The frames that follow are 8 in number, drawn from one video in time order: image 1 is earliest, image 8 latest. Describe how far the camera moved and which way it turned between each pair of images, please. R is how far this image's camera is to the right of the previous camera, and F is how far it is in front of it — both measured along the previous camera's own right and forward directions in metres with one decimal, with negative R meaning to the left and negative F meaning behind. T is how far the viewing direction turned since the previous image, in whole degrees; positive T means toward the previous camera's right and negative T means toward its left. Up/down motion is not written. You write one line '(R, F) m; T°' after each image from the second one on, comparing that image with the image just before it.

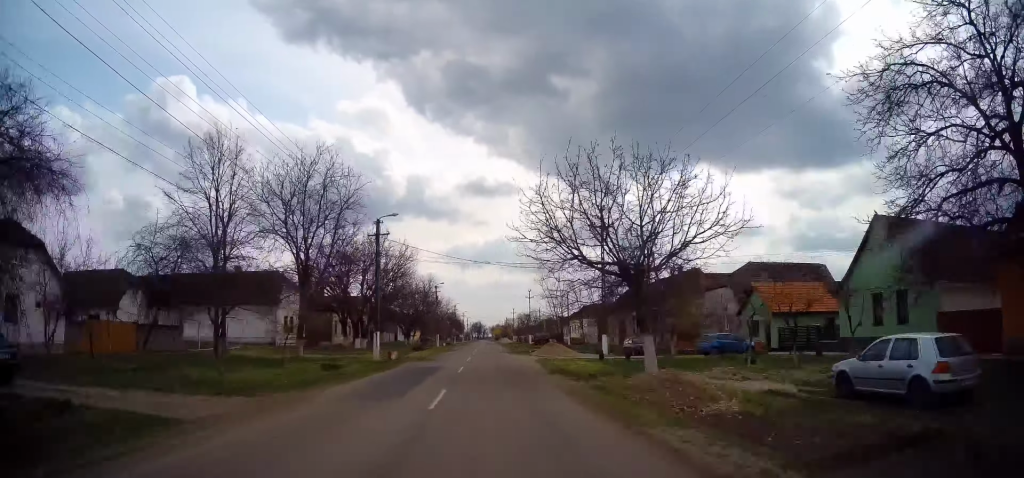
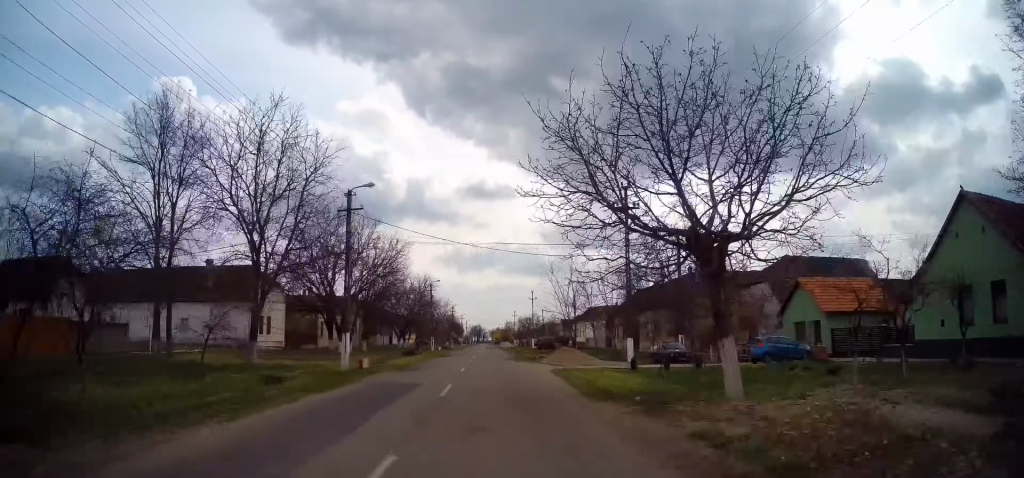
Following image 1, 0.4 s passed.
(+0.1, +6.8) m; 0°
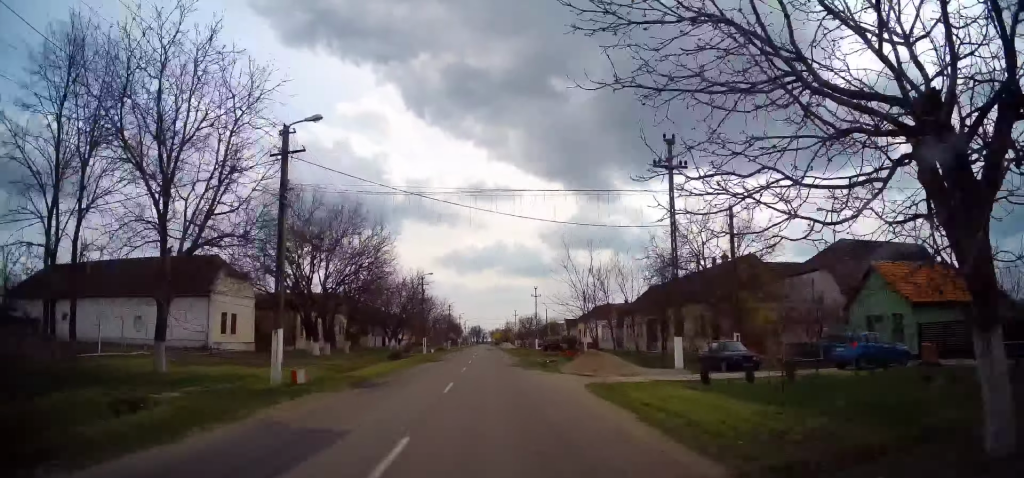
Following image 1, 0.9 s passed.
(+0.1, +8.1) m; 0°
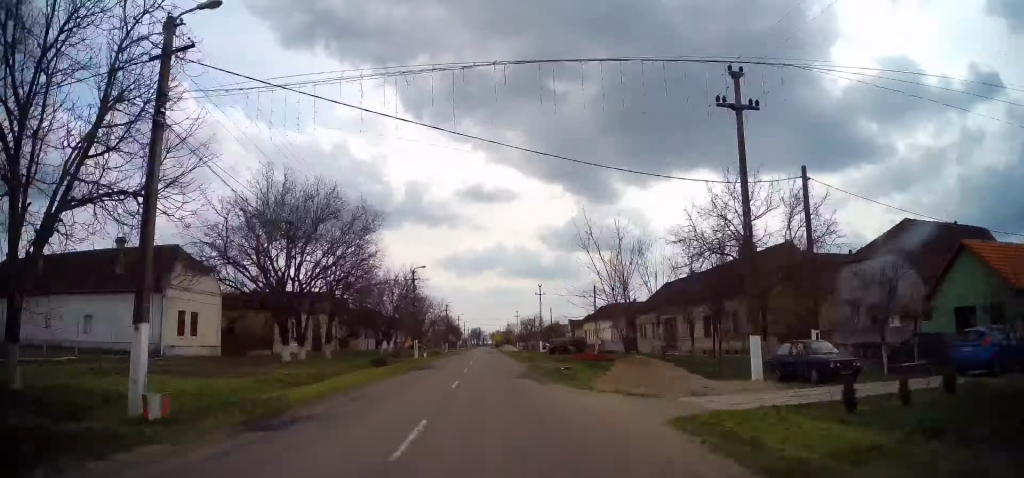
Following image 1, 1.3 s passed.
(0.0, +7.0) m; 0°
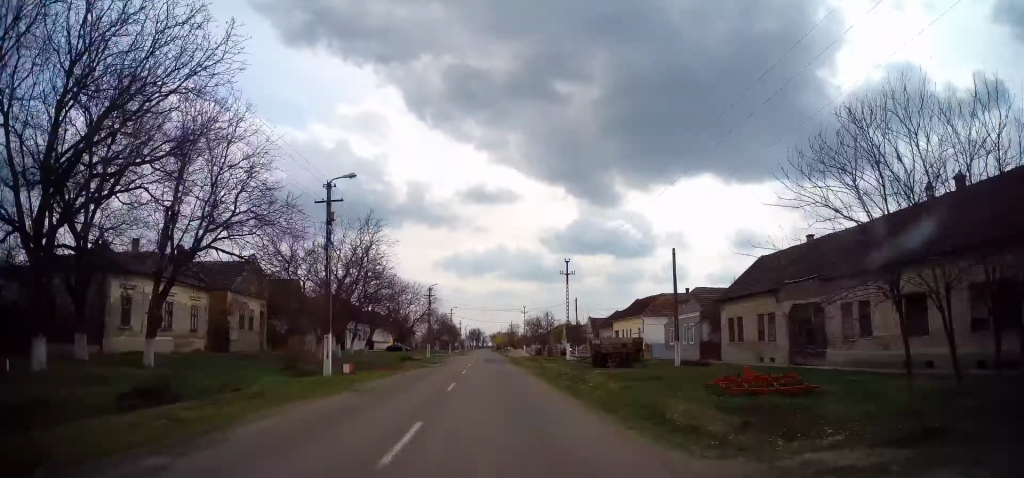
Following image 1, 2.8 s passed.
(-0.5, +27.2) m; -1°
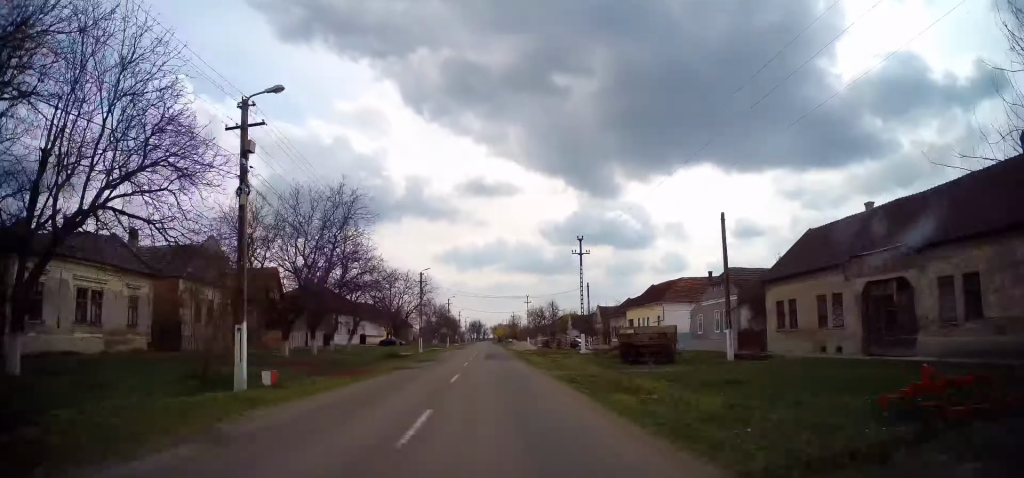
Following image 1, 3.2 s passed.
(+0.1, +8.1) m; 0°
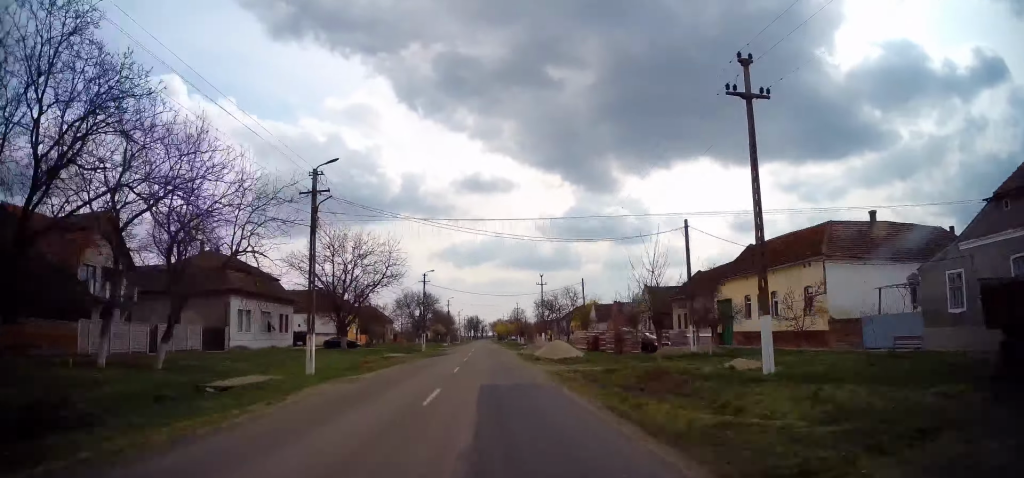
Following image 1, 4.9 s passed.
(+0.3, +32.7) m; 0°
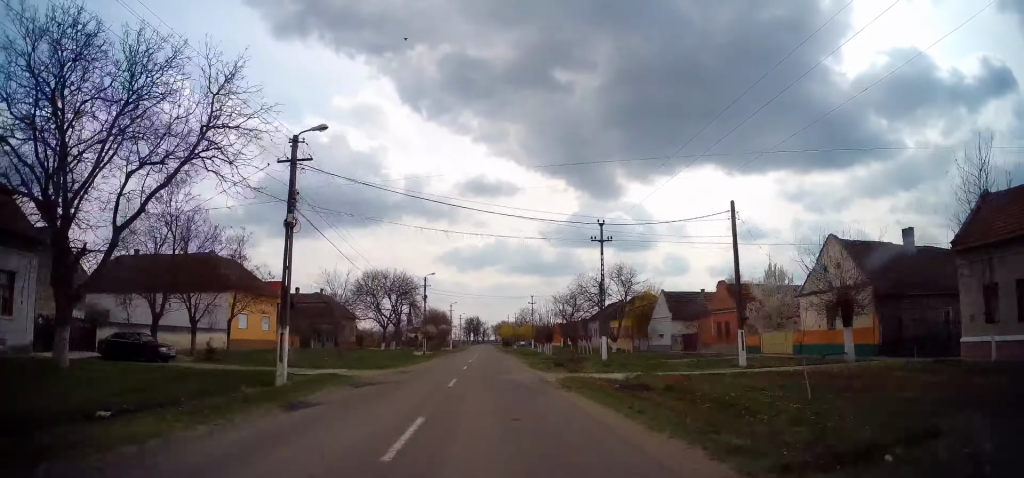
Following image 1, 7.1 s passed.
(-0.6, +40.7) m; 0°
